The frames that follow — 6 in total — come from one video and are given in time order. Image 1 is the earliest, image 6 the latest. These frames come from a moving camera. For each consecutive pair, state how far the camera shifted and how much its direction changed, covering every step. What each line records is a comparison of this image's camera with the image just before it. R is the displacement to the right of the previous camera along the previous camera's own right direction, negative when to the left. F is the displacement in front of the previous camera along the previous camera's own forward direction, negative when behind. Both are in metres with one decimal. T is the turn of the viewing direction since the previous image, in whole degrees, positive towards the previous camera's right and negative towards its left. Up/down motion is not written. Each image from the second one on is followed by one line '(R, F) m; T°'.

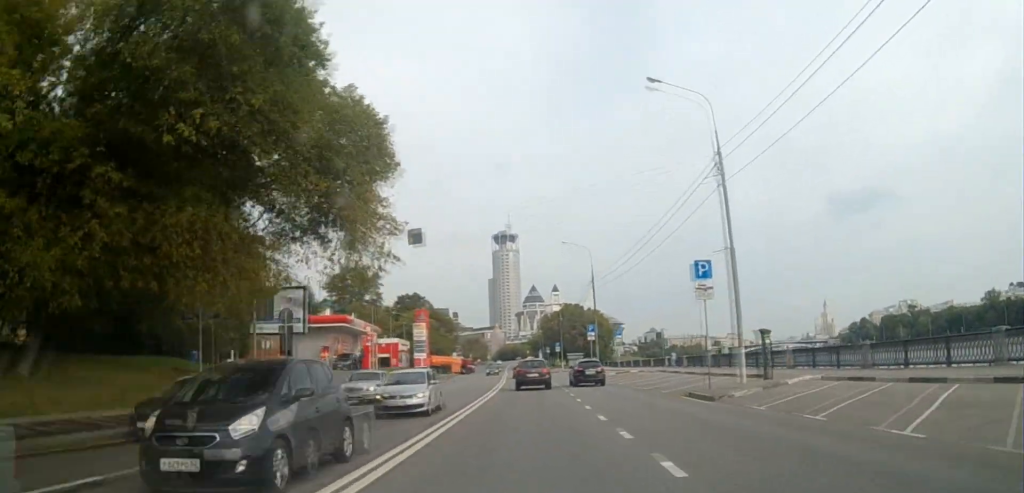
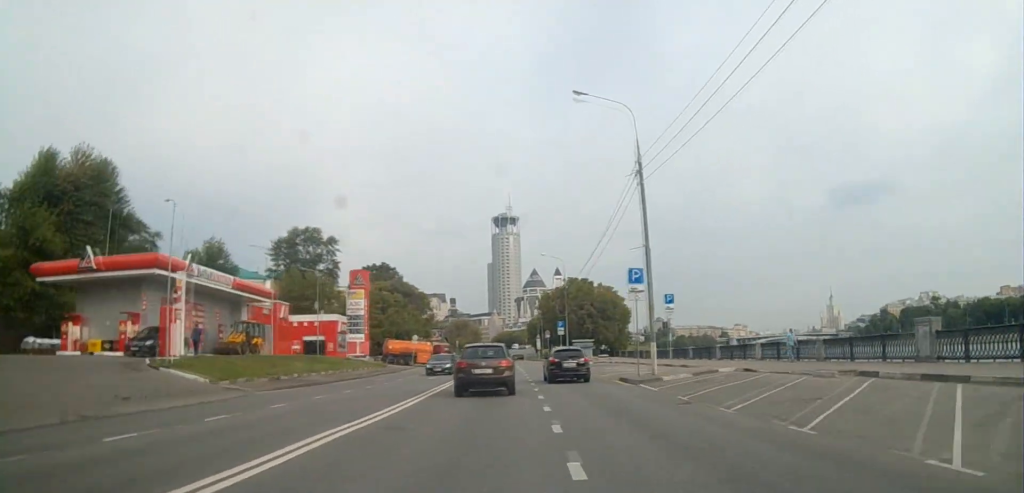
(+0.1, +30.7) m; 0°
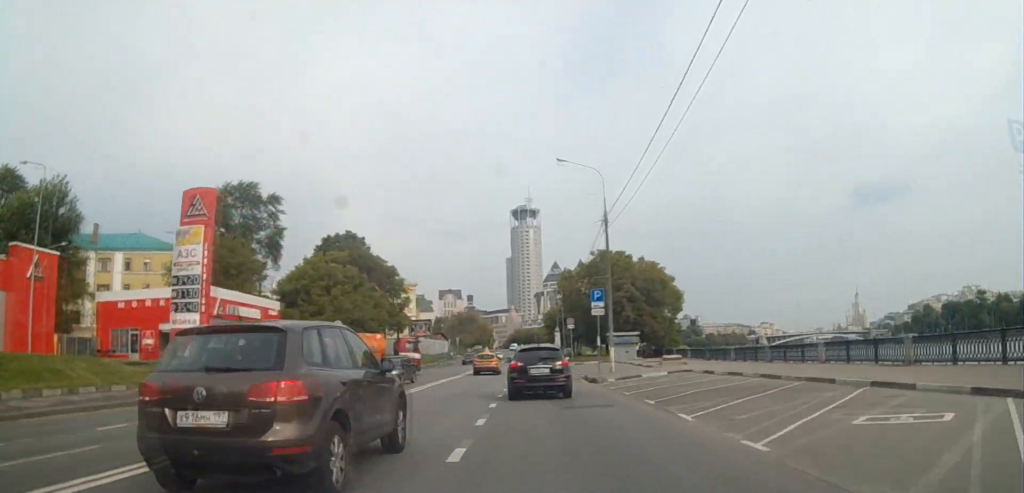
(-0.3, +35.5) m; -1°
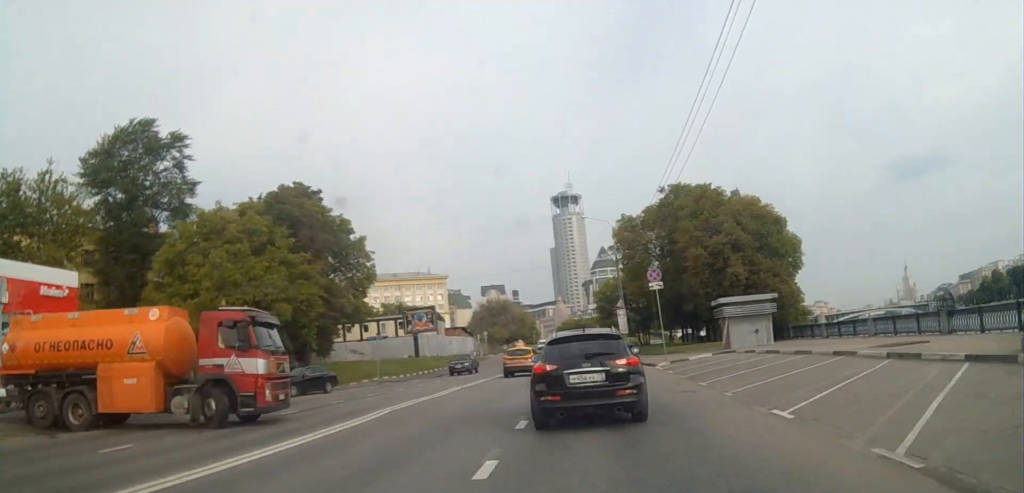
(-0.3, +33.9) m; -1°
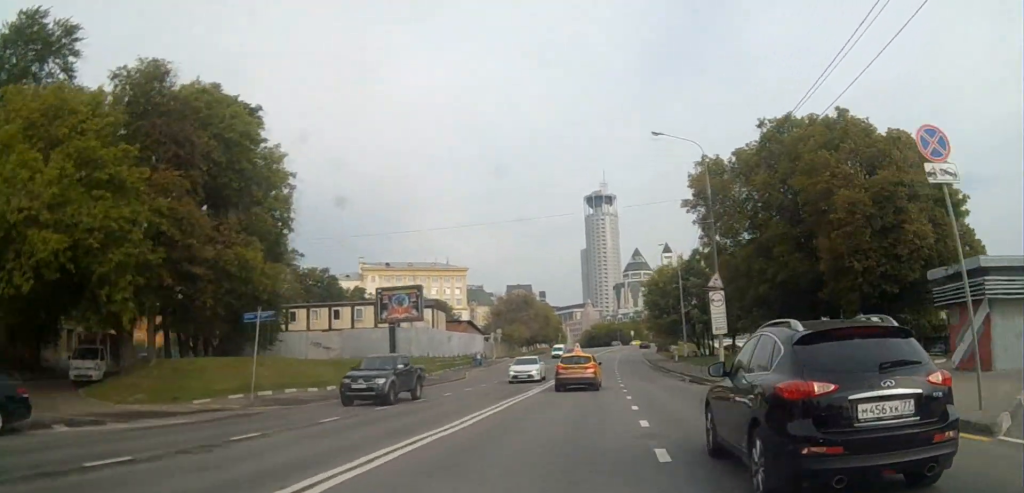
(0.0, +23.1) m; 0°
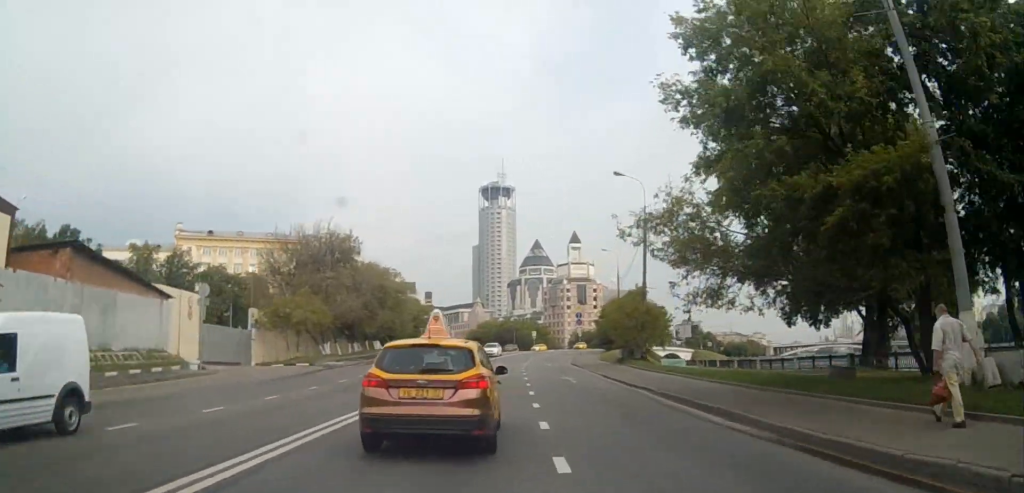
(0.0, +57.7) m; 0°
